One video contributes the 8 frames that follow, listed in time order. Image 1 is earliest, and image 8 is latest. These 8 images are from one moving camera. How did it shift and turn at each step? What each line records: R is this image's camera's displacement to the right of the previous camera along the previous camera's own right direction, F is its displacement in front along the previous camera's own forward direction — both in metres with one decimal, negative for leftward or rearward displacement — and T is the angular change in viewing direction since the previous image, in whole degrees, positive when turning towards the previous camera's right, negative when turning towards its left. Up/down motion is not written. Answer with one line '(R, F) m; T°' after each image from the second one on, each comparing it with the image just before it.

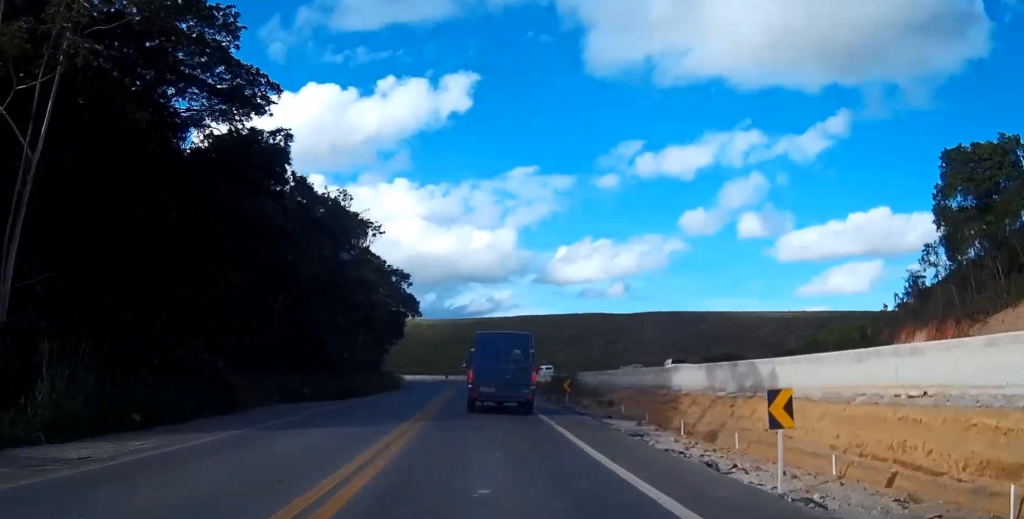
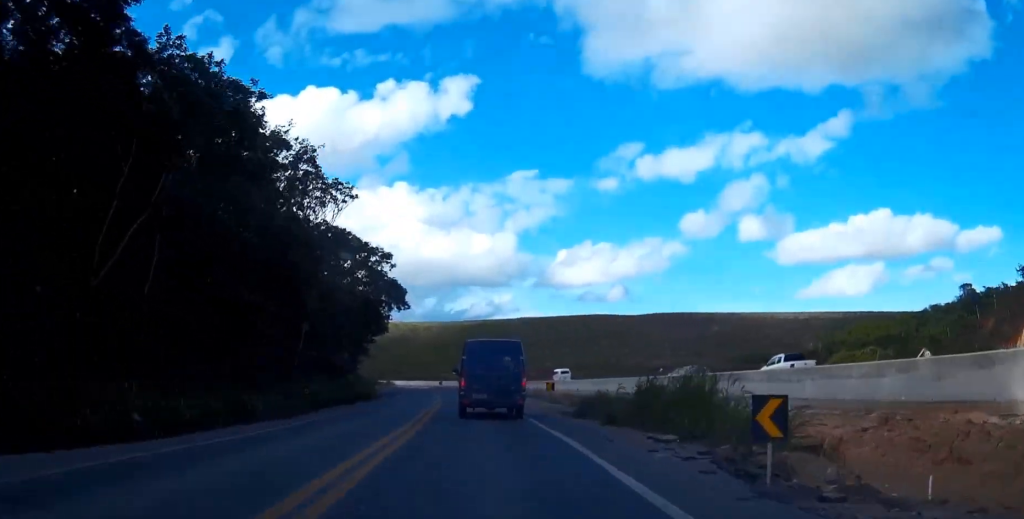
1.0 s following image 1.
(0.0, +22.8) m; -1°
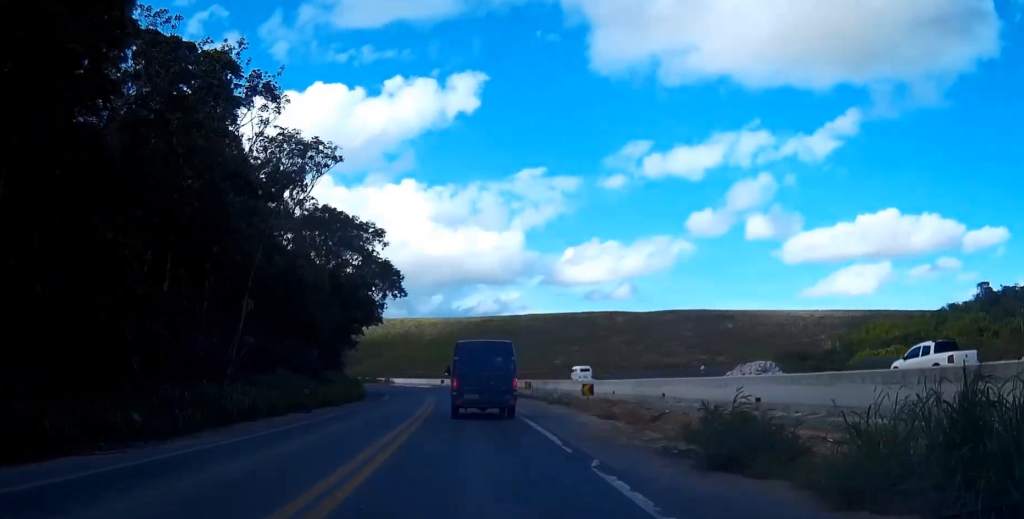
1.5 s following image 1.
(+0.2, +13.4) m; -2°
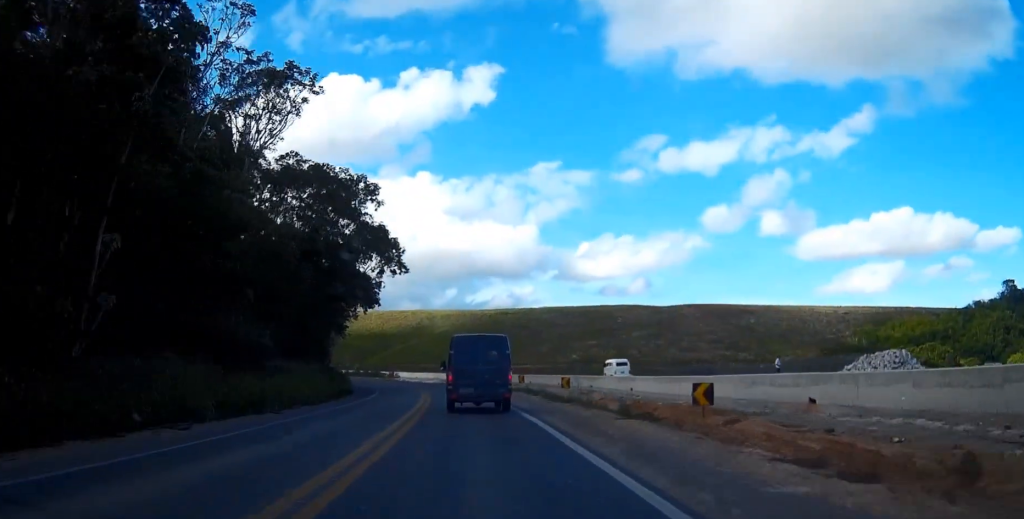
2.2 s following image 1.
(-0.6, +15.0) m; -2°
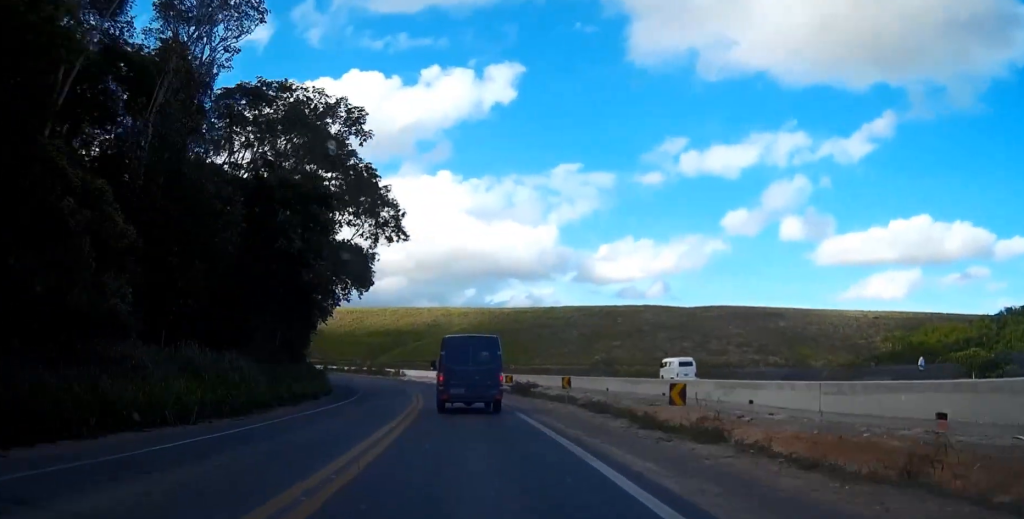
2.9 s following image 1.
(-0.5, +18.3) m; -2°
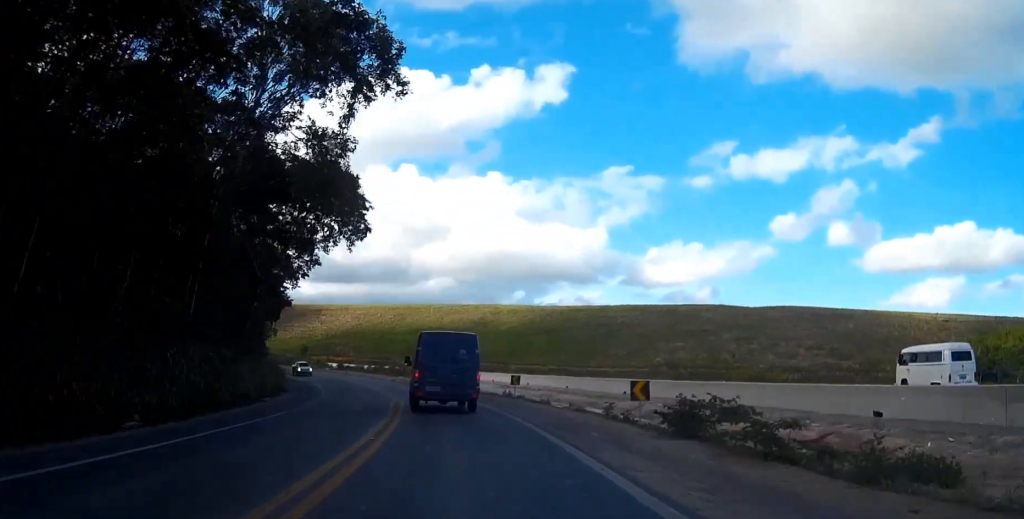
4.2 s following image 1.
(0.0, +30.3) m; 0°
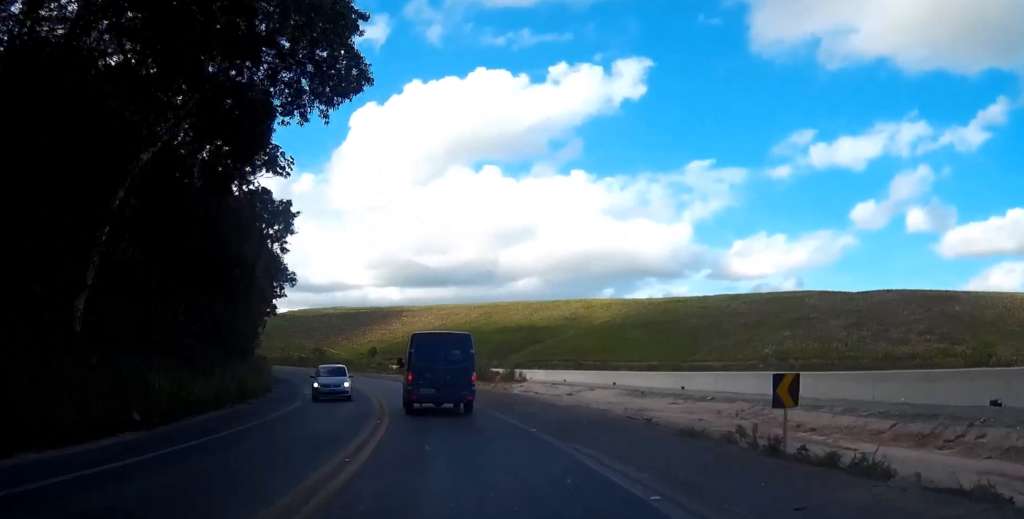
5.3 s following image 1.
(-0.1, +27.3) m; -6°
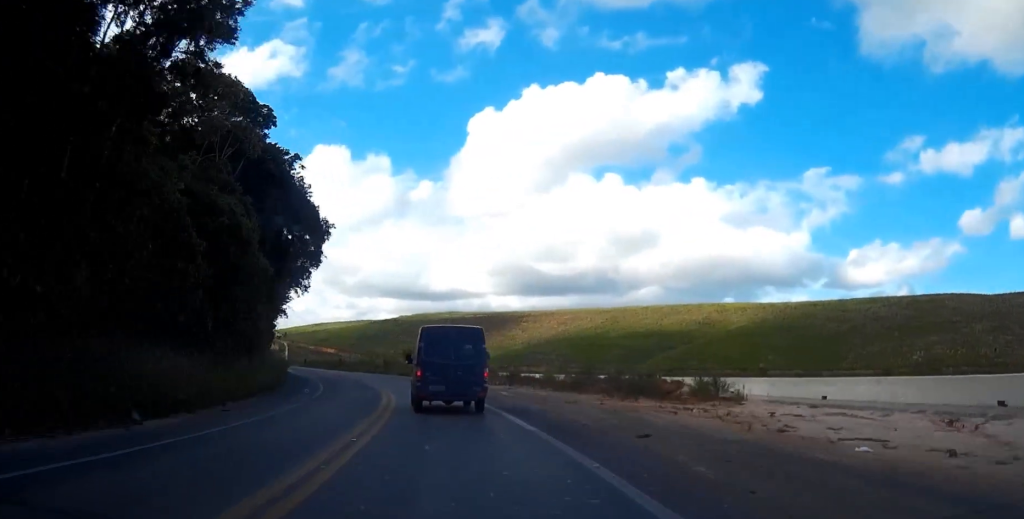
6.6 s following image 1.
(-3.8, +30.2) m; -11°
